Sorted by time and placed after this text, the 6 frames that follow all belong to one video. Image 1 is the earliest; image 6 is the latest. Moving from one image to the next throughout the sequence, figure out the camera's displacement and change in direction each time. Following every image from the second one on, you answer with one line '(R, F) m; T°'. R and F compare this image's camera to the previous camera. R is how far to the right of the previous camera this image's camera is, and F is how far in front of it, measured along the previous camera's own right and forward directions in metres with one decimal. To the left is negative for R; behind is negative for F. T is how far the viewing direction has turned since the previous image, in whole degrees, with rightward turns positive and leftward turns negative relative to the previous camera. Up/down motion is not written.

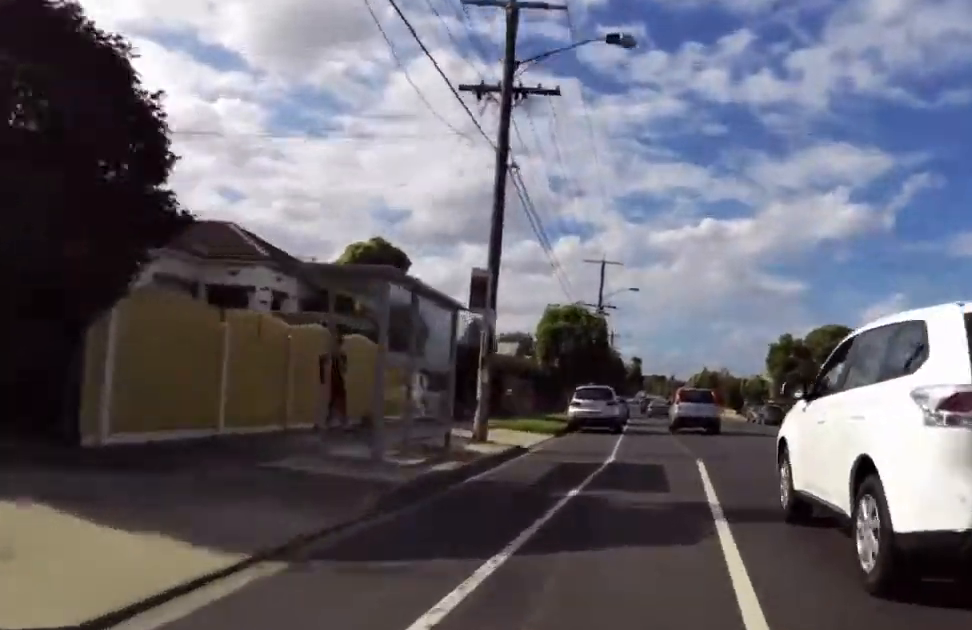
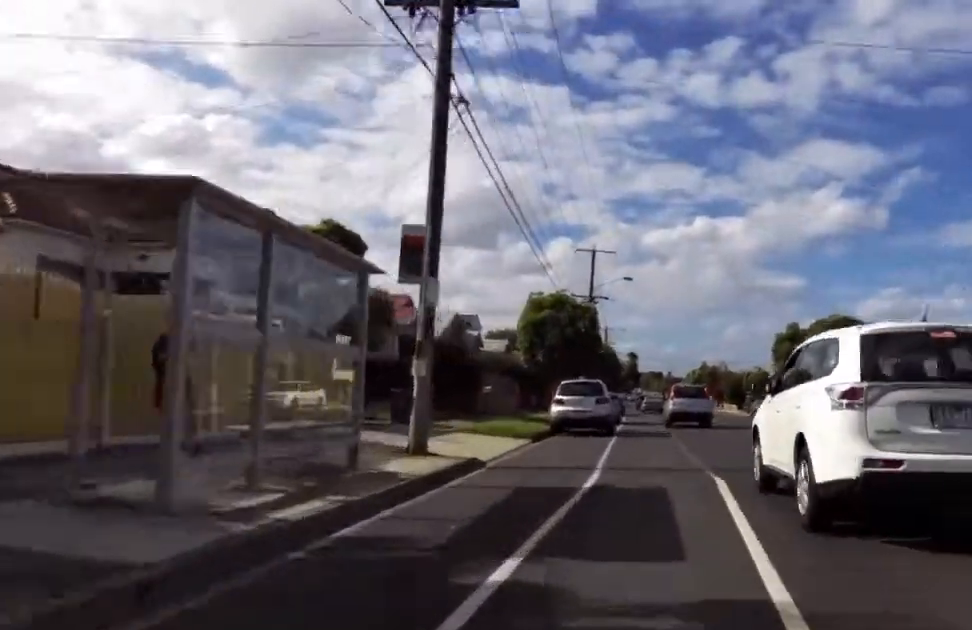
(+0.2, +4.4) m; -5°
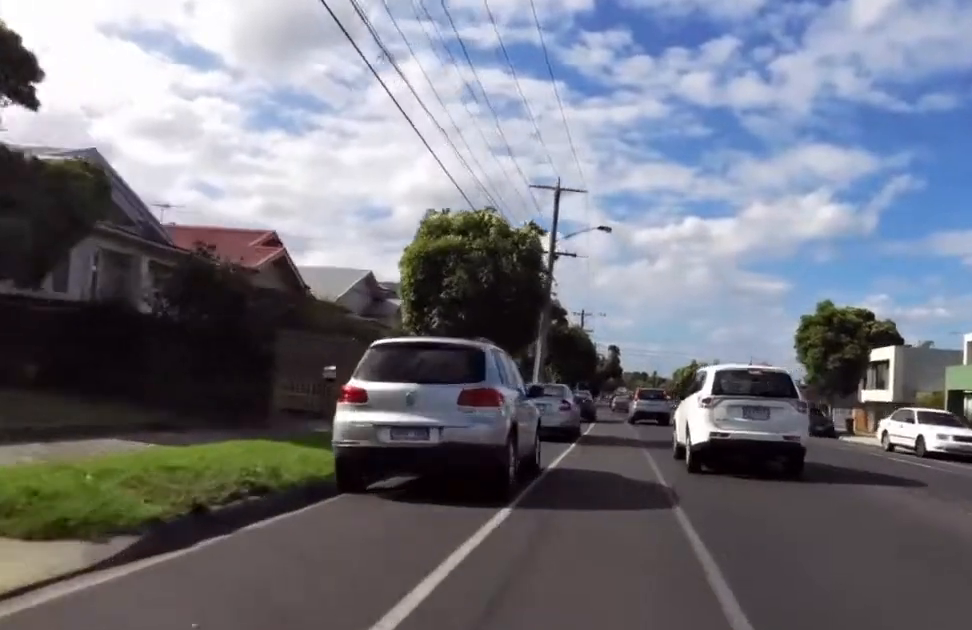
(-0.3, +14.9) m; 0°
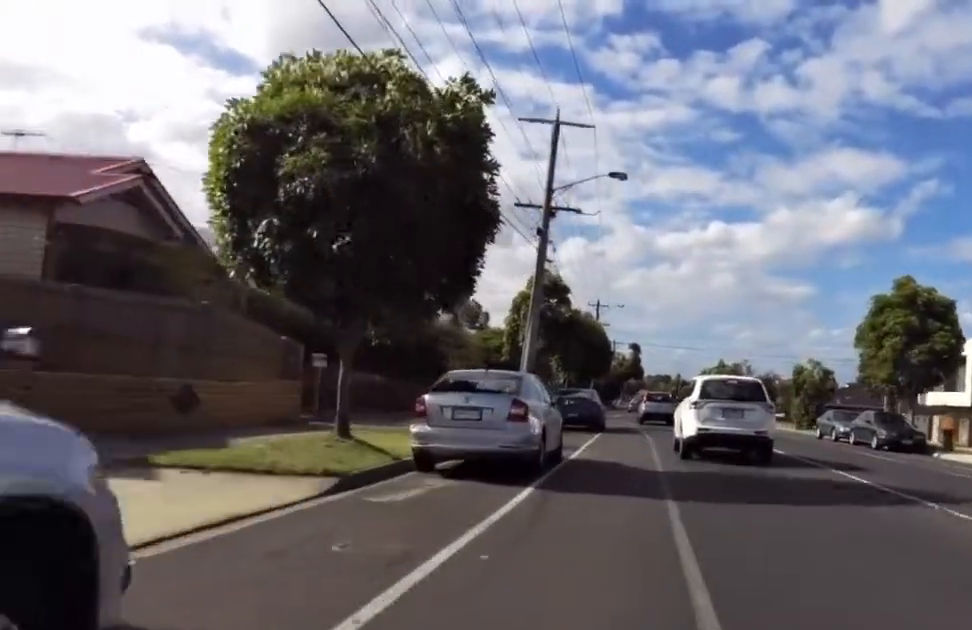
(-0.4, +9.4) m; 0°
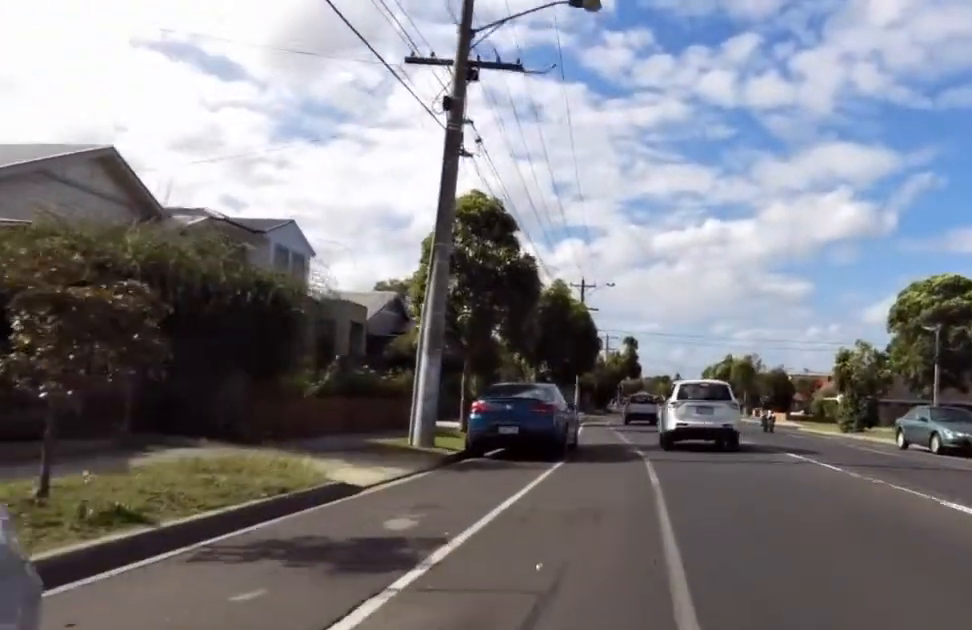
(+0.6, +11.9) m; 0°
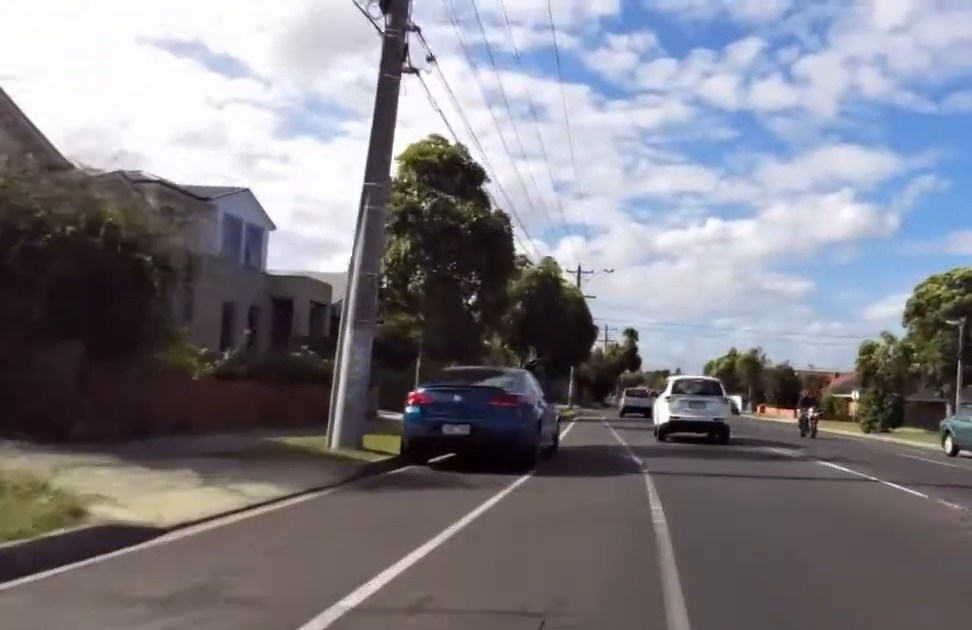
(-0.4, +3.7) m; -3°
